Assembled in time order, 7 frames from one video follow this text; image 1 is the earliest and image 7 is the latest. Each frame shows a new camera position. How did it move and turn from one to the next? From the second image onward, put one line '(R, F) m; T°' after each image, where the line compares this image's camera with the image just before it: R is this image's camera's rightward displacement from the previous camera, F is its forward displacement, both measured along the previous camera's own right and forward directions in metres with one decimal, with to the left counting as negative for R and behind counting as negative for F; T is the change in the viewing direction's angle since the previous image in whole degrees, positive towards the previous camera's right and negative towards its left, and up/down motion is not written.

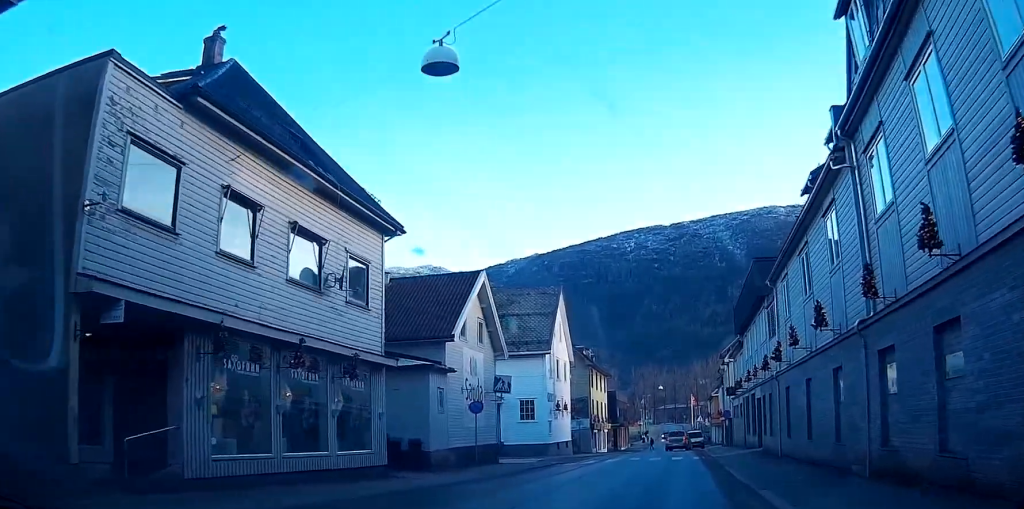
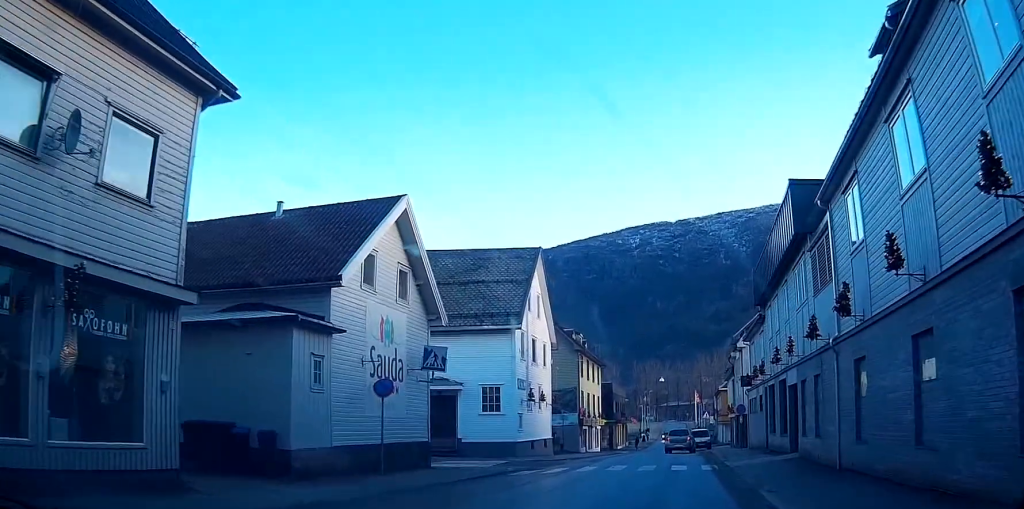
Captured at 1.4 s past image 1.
(+0.2, +12.5) m; +1°
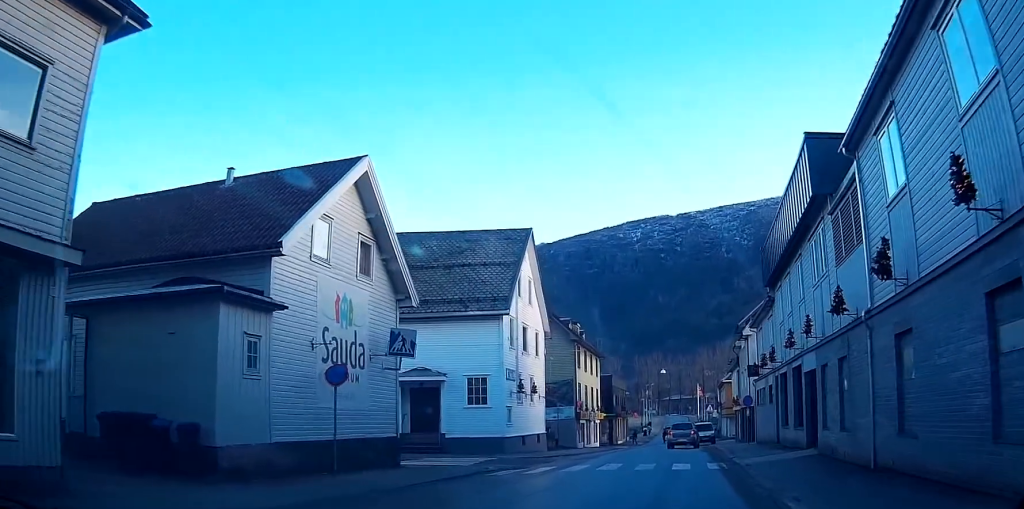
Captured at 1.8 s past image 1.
(-0.1, +3.8) m; +1°
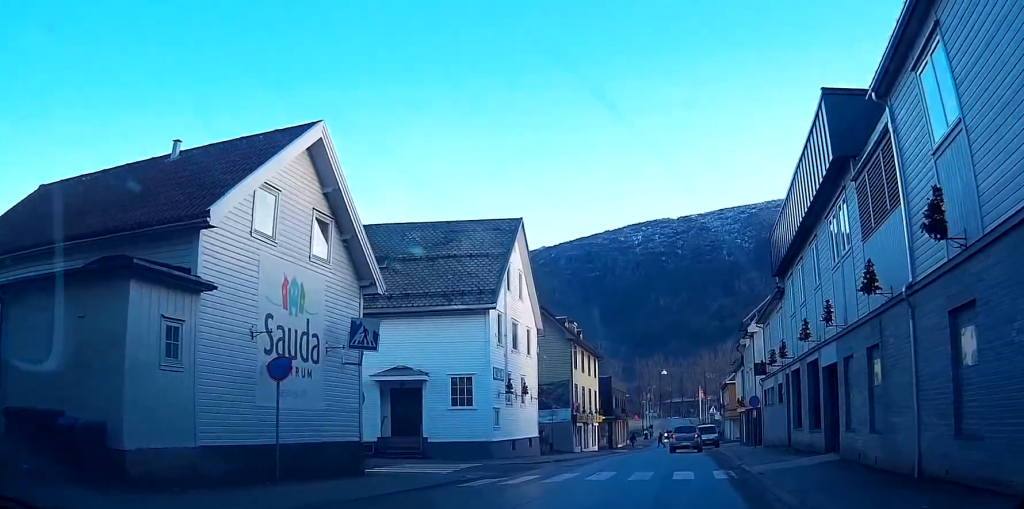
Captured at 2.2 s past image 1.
(-0.2, +3.5) m; +1°
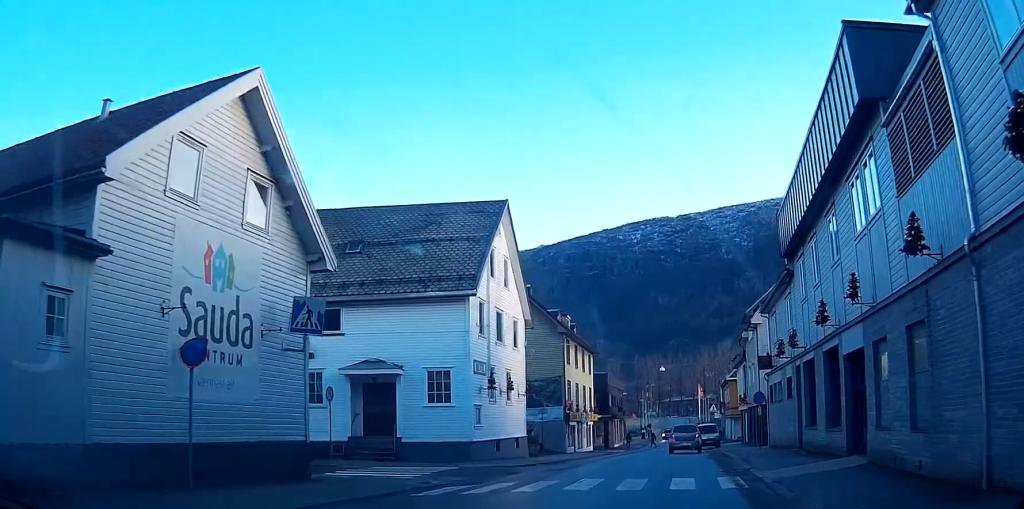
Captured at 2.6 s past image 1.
(+0.2, +3.6) m; +1°
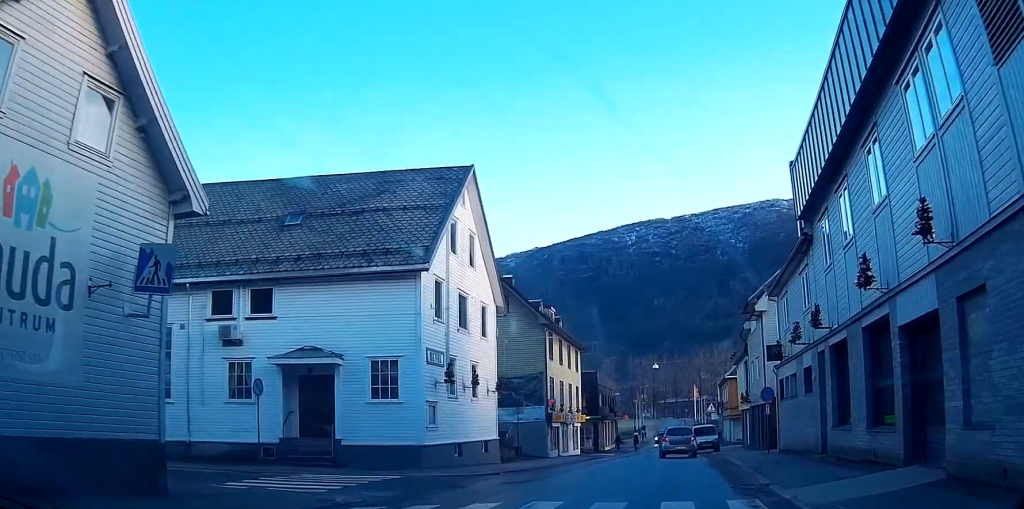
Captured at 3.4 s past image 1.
(+0.2, +6.3) m; +1°
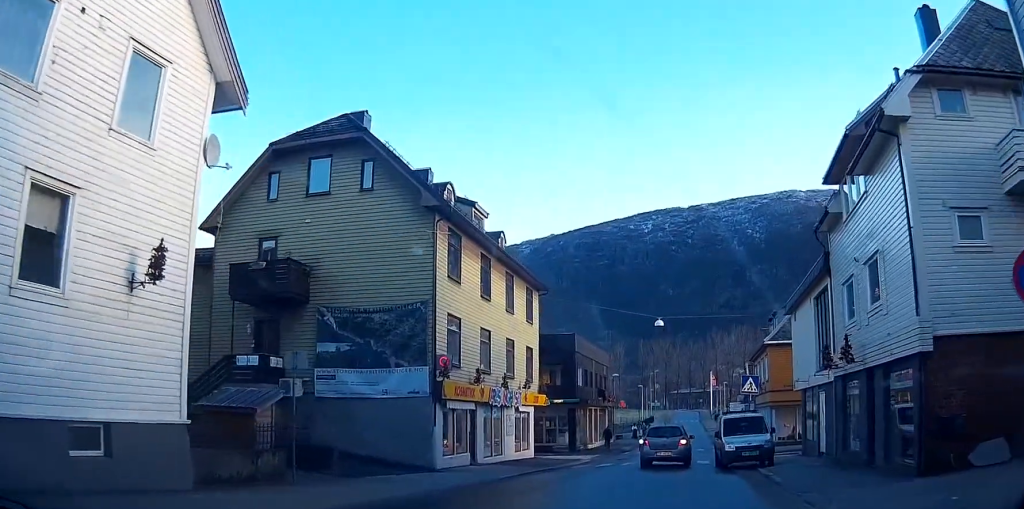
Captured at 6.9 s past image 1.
(-1.2, +27.2) m; -4°
